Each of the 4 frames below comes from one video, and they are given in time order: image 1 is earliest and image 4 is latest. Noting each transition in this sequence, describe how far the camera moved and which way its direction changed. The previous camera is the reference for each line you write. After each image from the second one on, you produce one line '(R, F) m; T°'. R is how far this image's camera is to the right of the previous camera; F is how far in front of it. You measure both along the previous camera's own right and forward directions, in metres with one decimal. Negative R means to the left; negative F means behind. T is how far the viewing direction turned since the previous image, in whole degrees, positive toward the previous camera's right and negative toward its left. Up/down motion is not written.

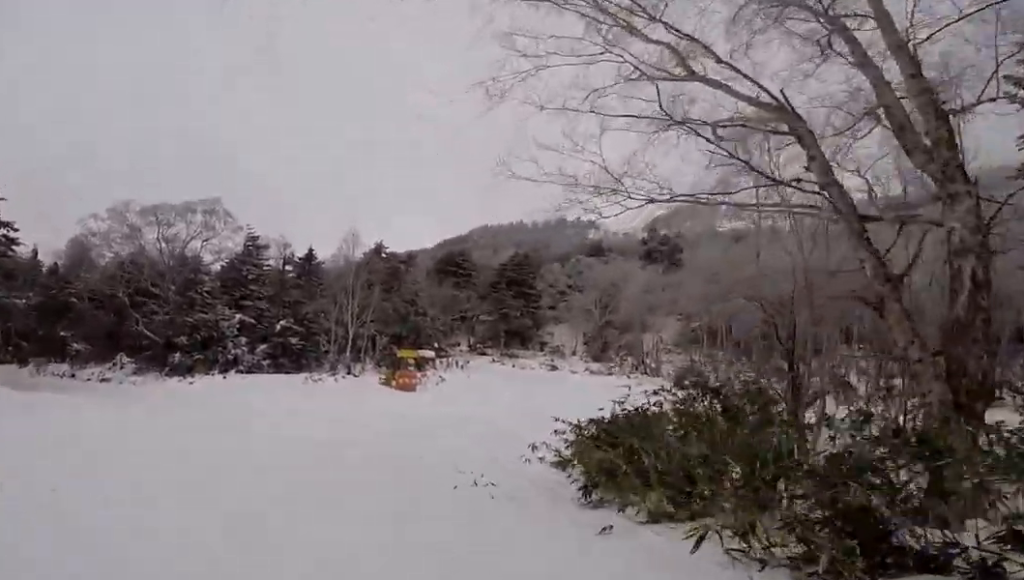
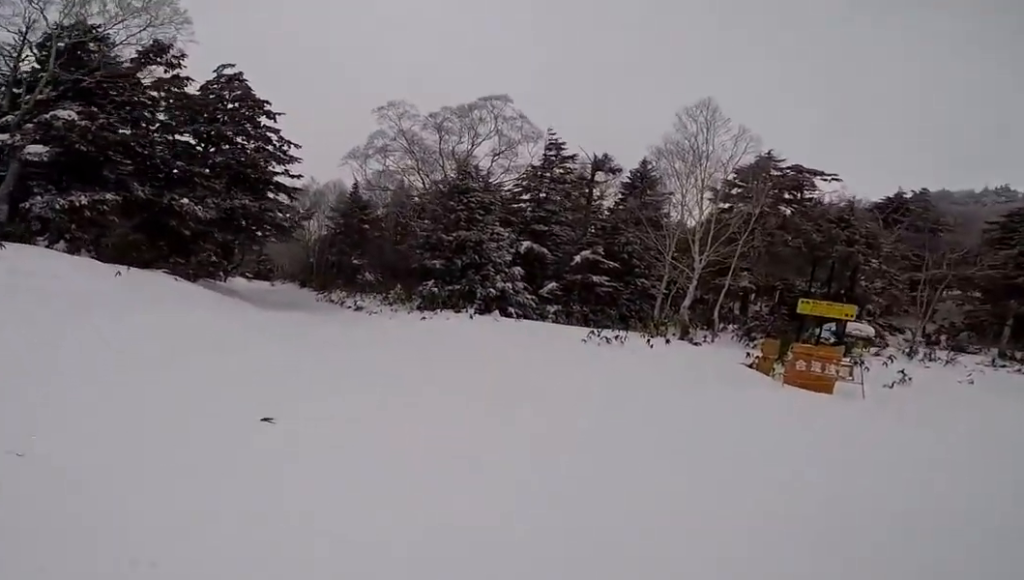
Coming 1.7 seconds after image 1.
(-2.9, +8.7) m; -47°
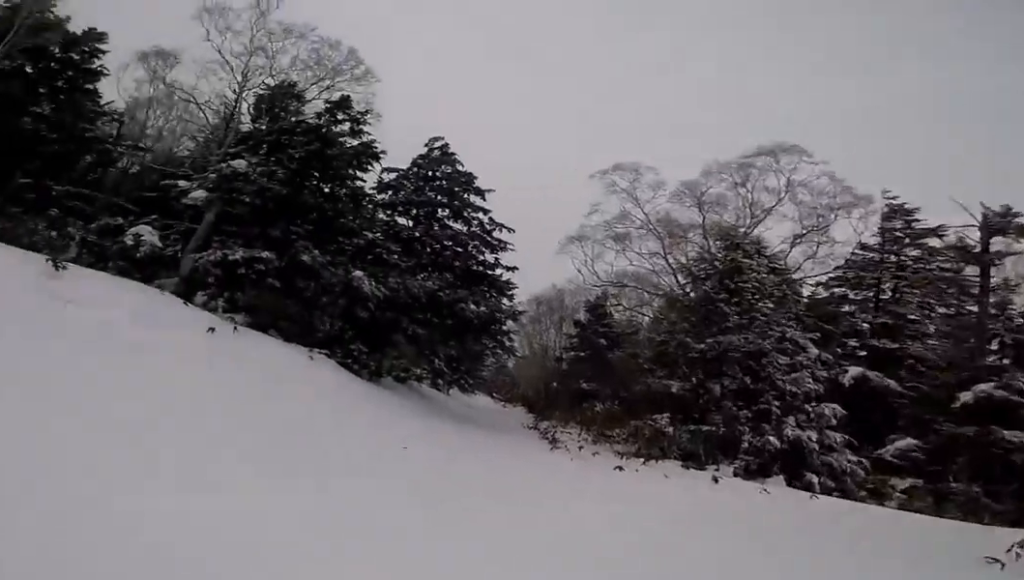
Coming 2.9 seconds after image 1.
(-1.8, +5.6) m; -10°
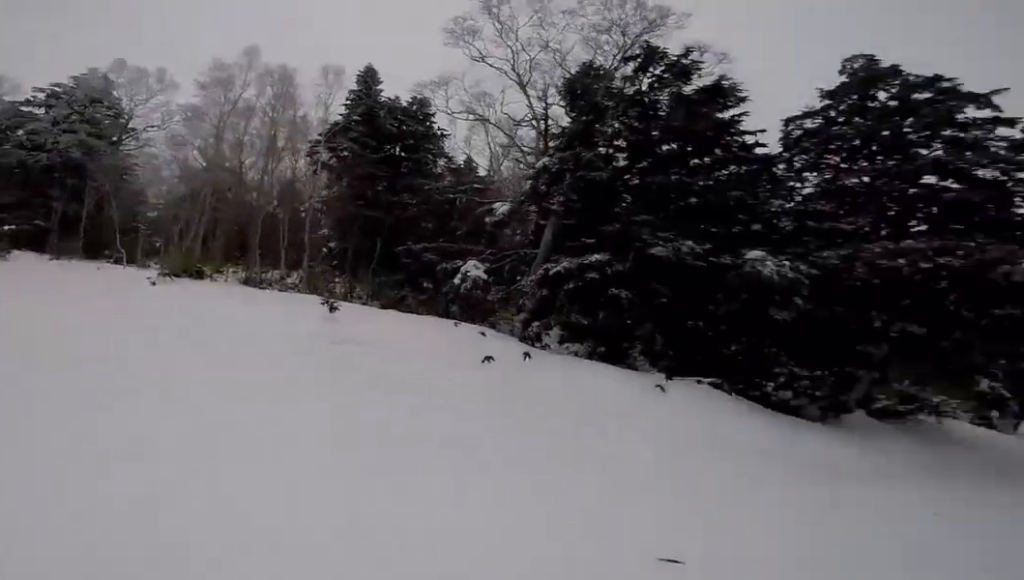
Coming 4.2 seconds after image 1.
(+1.4, +5.7) m; +16°
